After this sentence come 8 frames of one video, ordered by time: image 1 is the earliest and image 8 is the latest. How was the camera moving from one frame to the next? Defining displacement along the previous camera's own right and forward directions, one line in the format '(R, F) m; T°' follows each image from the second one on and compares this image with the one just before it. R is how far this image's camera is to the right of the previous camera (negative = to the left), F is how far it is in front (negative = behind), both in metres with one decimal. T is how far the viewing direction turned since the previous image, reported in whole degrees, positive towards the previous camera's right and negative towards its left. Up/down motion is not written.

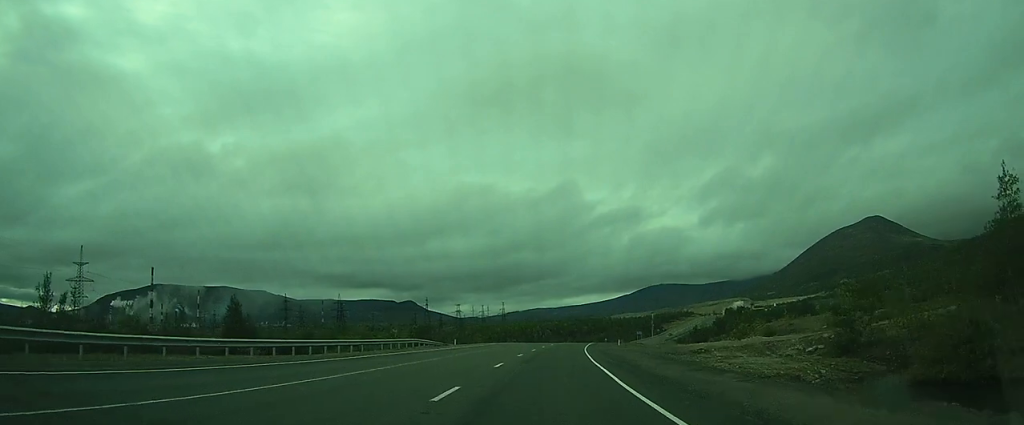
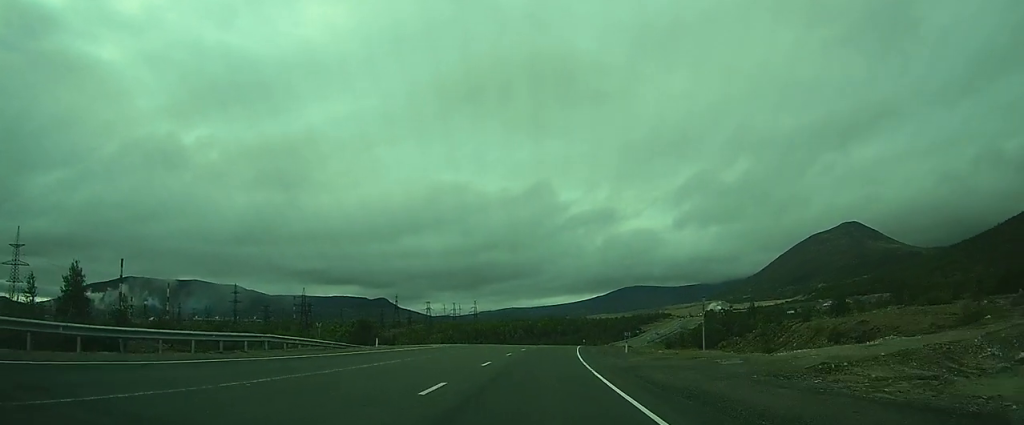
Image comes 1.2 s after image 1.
(0.0, +23.0) m; 0°
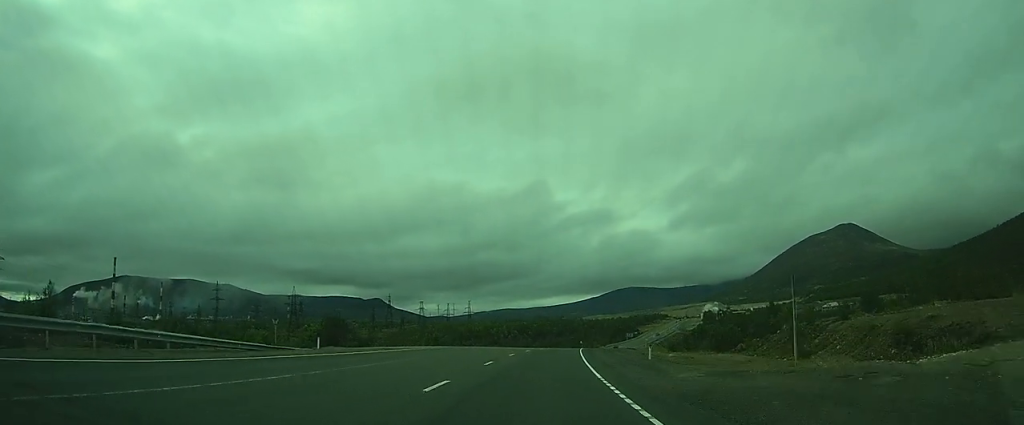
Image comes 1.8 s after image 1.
(0.0, +11.1) m; +1°
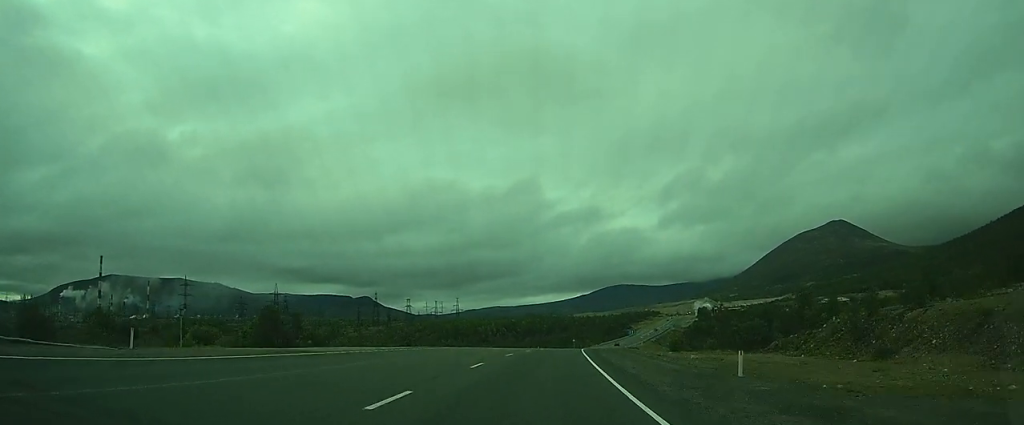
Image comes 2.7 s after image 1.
(+0.2, +16.0) m; +2°
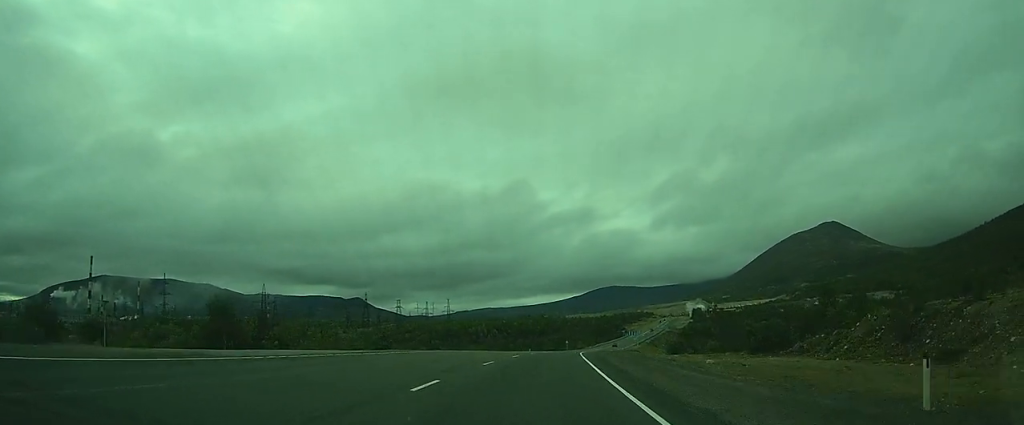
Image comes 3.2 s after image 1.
(+0.2, +8.5) m; +1°
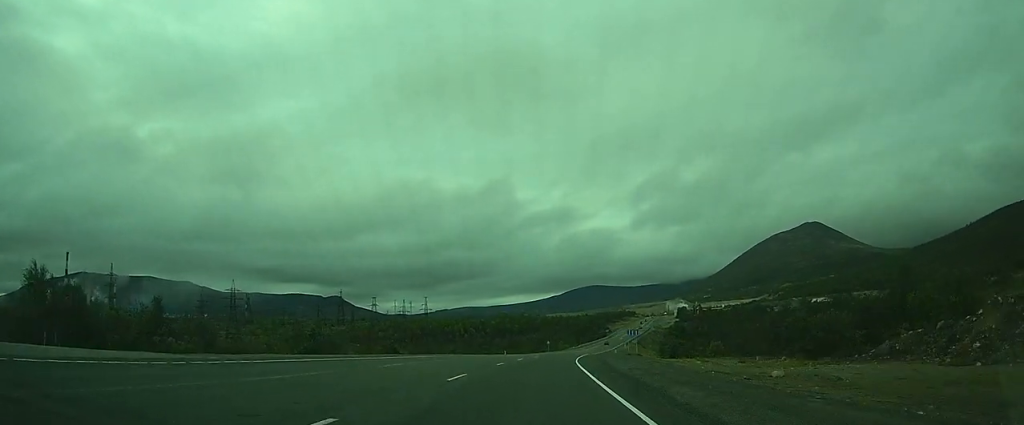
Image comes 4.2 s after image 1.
(+0.2, +19.3) m; +1°
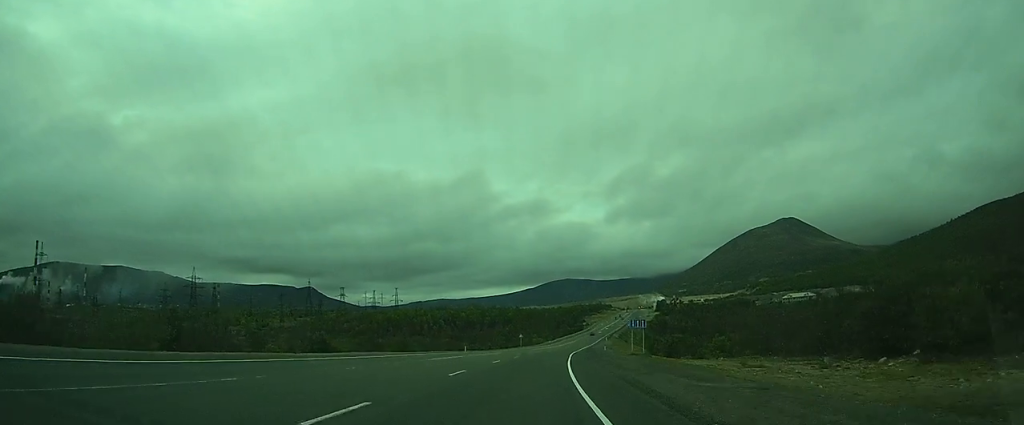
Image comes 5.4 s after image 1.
(+0.1, +21.3) m; 0°
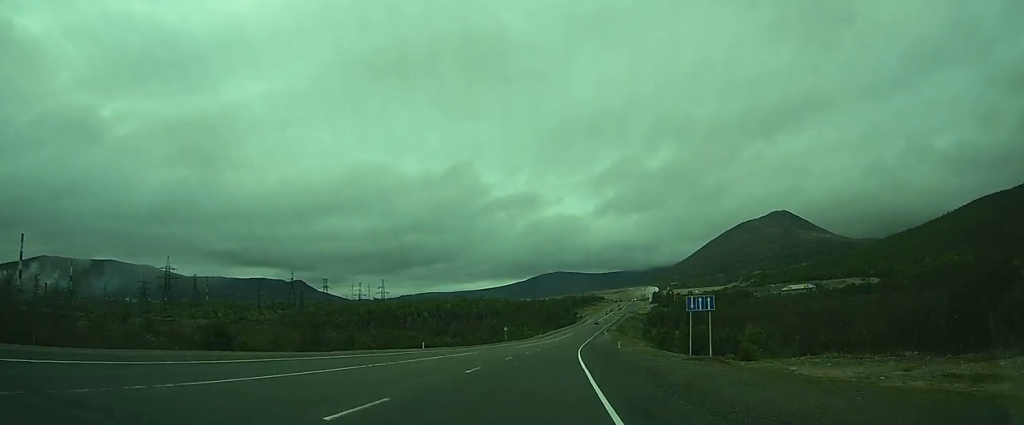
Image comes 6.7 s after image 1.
(+0.1, +22.9) m; +2°
